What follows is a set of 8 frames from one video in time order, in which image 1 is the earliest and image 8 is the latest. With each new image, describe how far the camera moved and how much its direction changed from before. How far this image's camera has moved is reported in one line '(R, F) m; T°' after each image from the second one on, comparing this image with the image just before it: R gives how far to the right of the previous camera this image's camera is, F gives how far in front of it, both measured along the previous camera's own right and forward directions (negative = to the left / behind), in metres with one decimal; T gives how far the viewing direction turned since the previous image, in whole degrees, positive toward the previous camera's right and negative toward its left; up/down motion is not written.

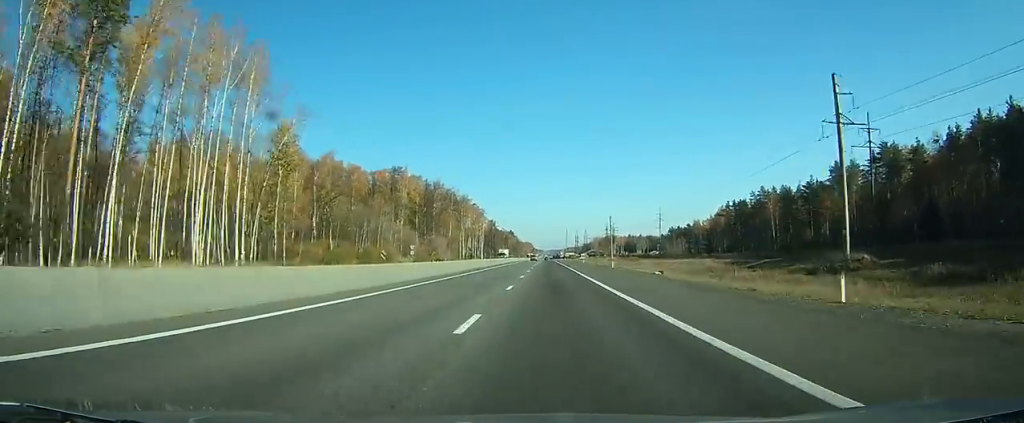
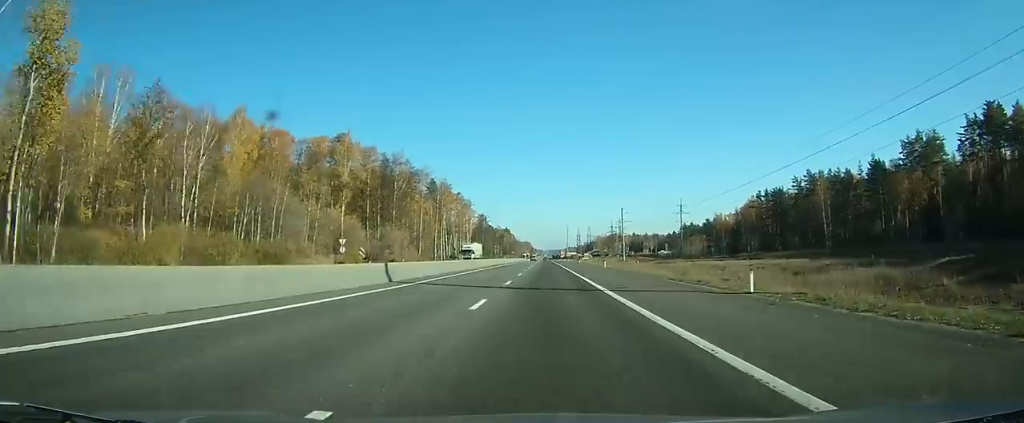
(+0.1, +42.0) m; 0°
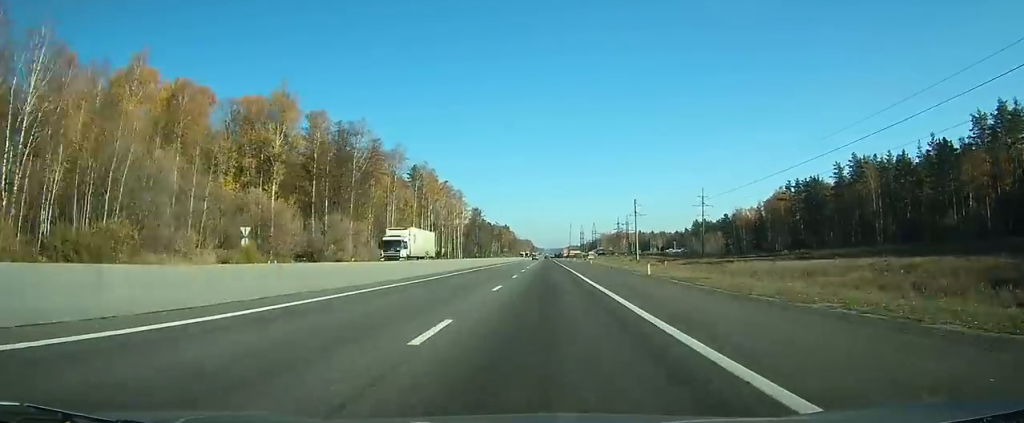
(-0.1, +30.1) m; 0°
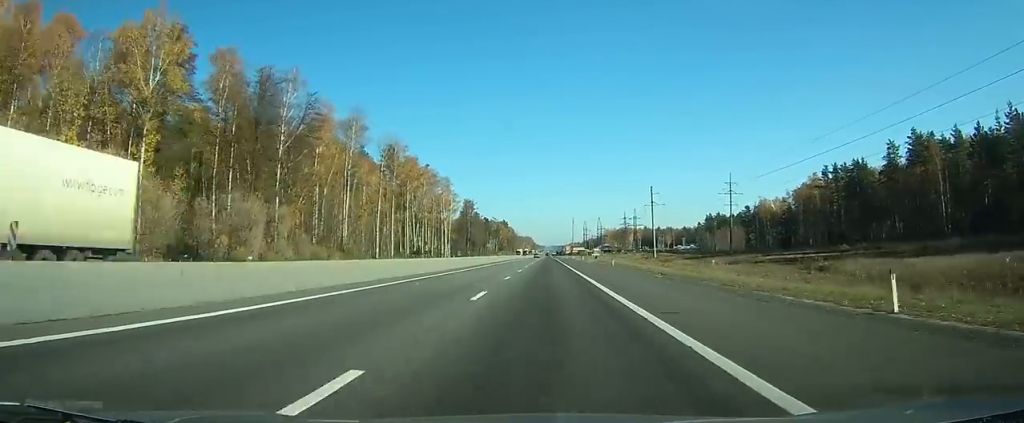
(0.0, +30.2) m; 0°
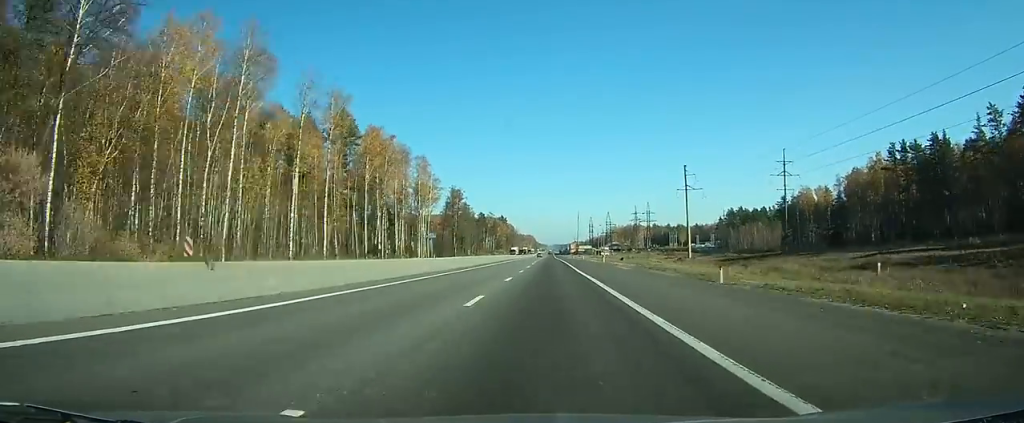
(0.0, +39.0) m; 0°
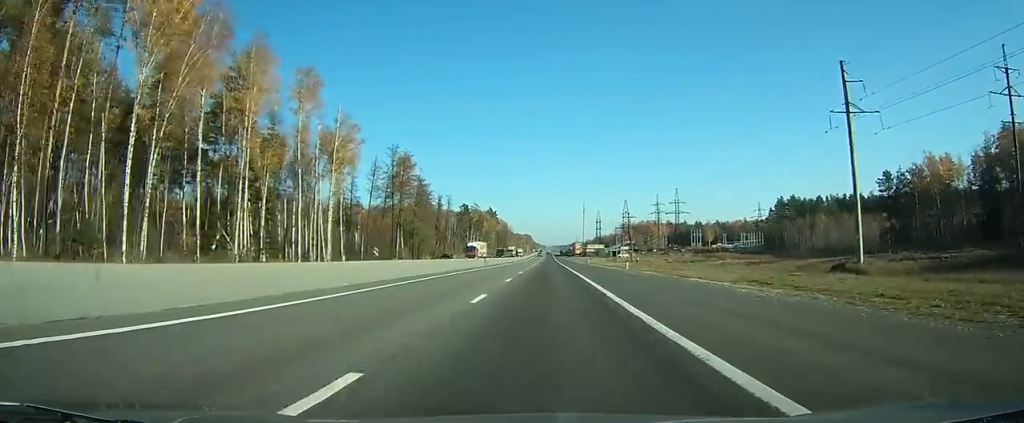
(-0.2, +71.2) m; 0°
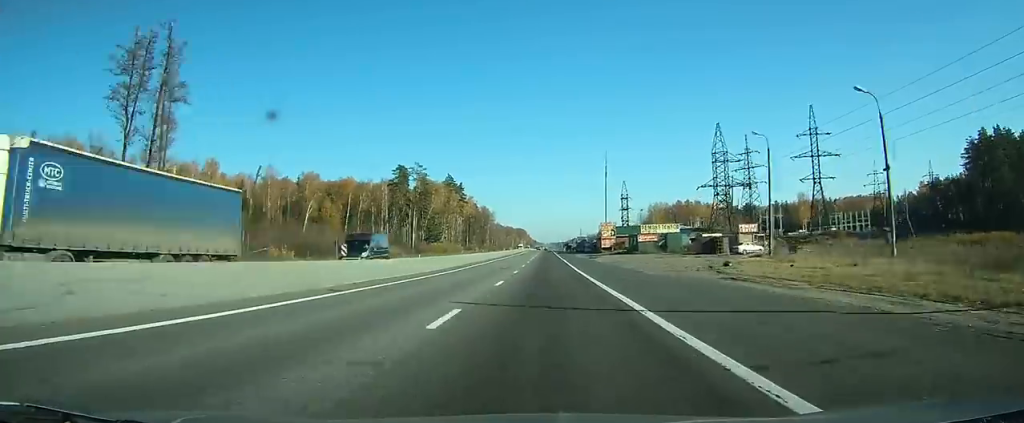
(+0.4, +121.2) m; 0°
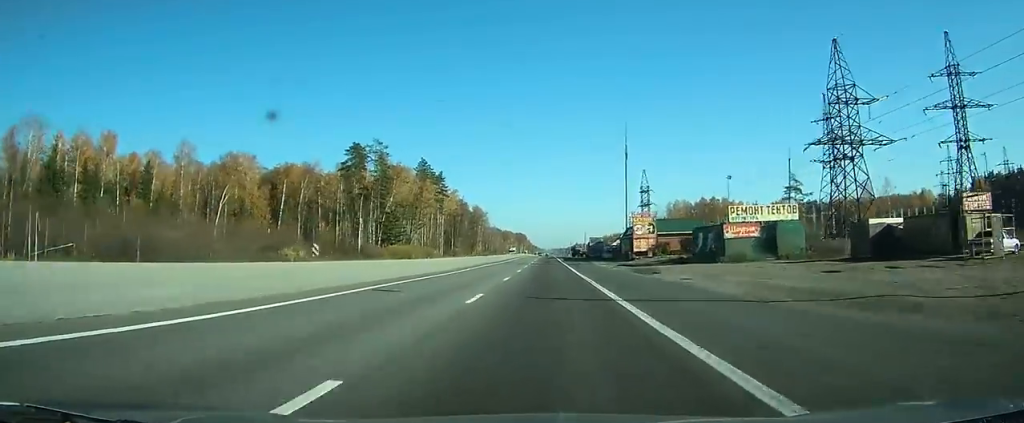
(-0.1, +44.0) m; 0°
